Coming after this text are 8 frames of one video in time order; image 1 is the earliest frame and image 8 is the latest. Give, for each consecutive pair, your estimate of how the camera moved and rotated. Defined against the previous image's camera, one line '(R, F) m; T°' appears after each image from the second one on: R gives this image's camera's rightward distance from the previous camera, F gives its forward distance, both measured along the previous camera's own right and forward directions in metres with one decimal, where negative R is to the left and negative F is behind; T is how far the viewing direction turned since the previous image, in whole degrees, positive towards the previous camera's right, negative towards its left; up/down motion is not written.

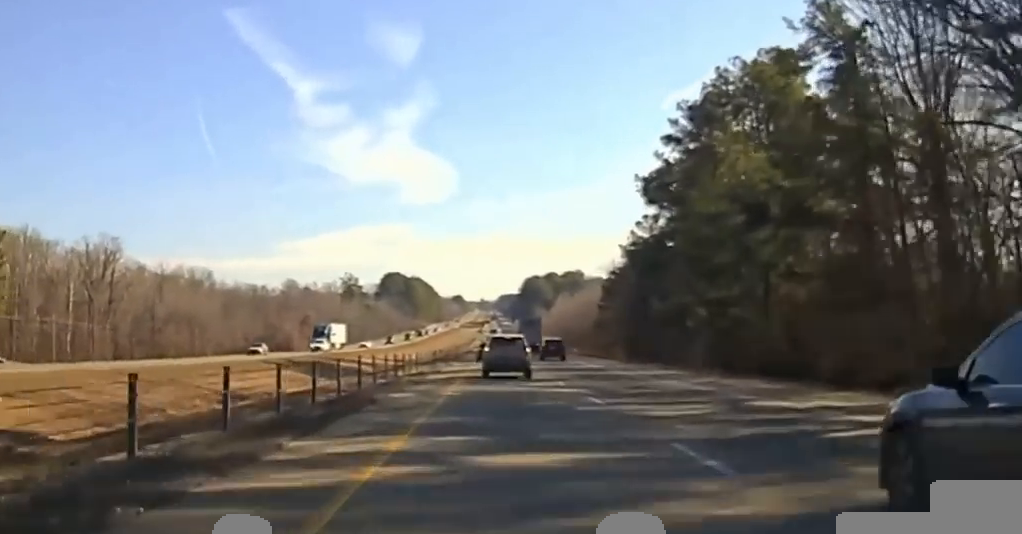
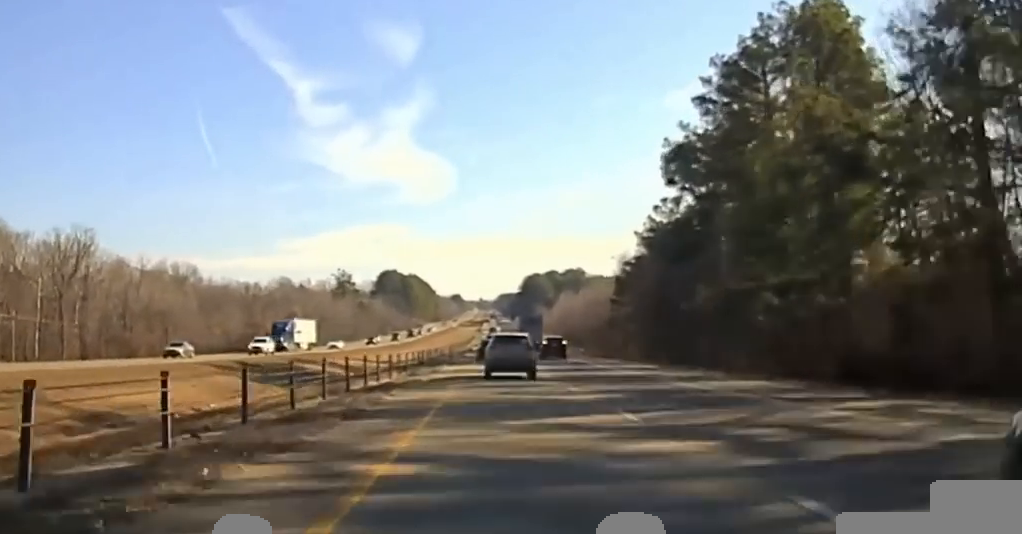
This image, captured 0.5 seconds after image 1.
(+0.2, +15.2) m; 0°
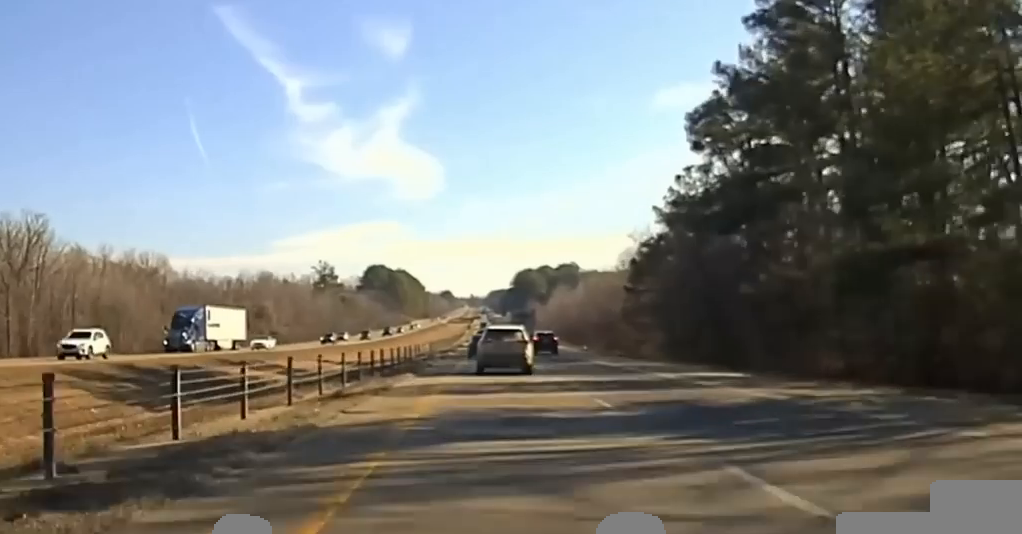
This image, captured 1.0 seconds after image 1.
(0.0, +18.8) m; 0°
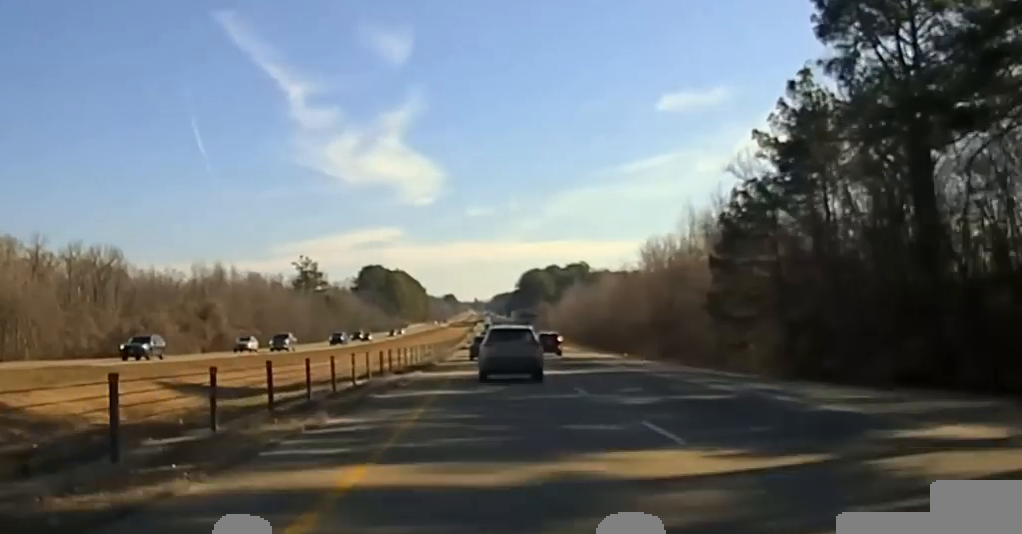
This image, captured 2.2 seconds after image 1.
(-0.4, +39.1) m; -1°
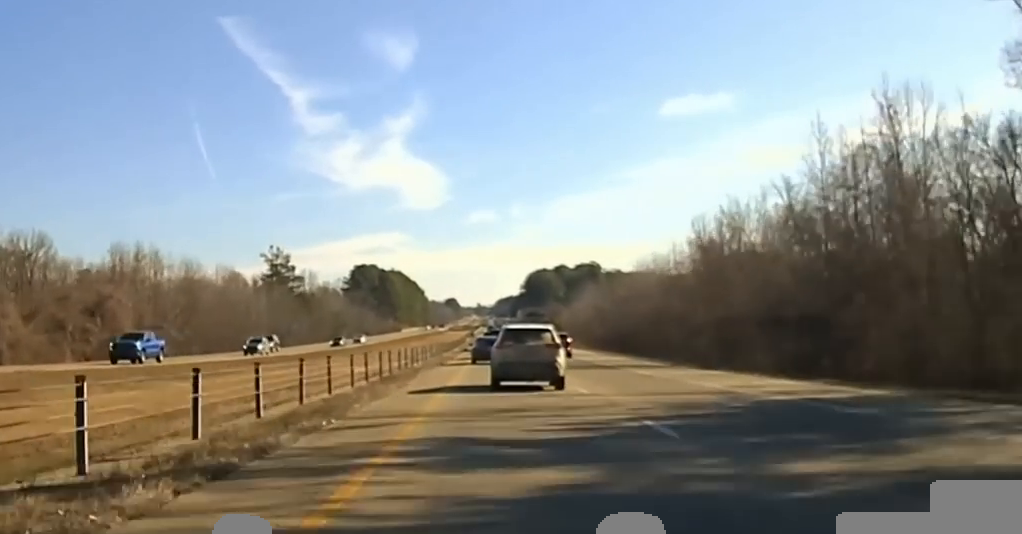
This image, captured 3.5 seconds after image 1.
(+0.1, +48.3) m; 0°
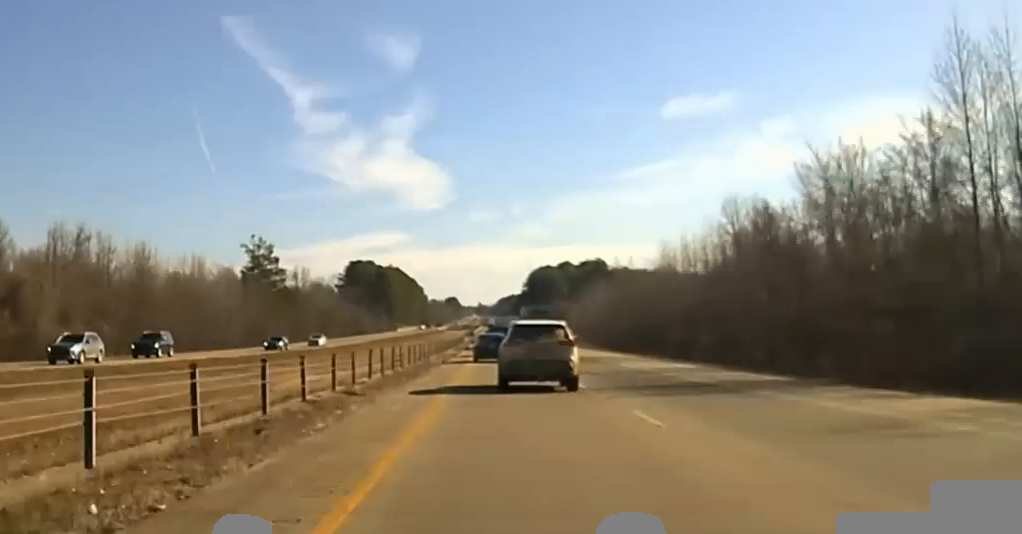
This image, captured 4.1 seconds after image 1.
(0.0, +26.1) m; 0°
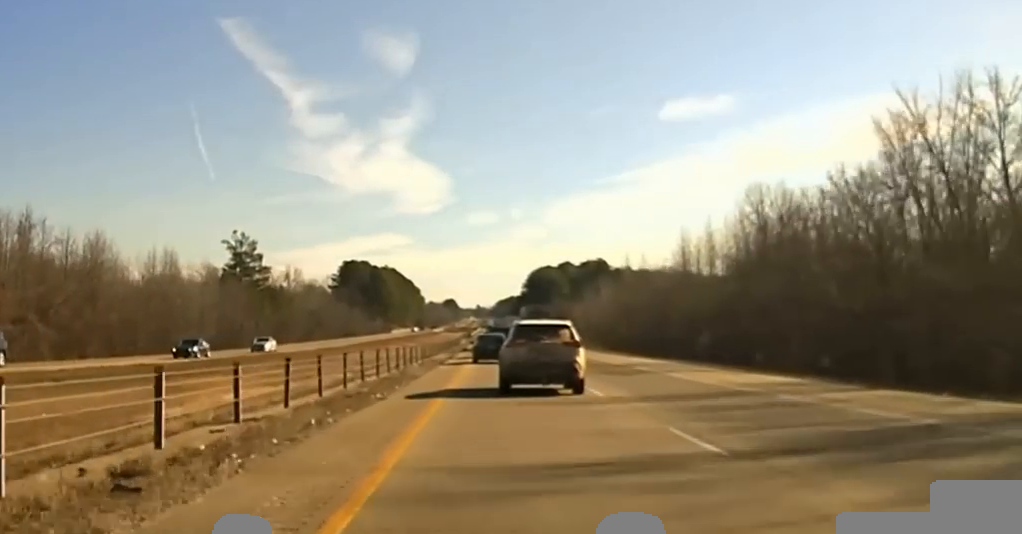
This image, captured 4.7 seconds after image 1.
(0.0, +20.6) m; 0°
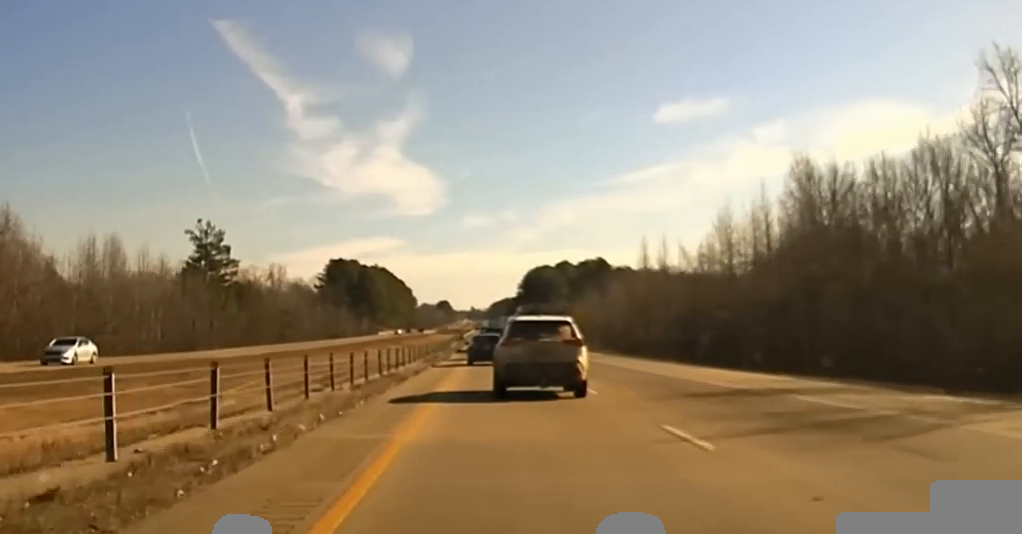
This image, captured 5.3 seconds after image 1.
(-0.1, +24.5) m; 0°
